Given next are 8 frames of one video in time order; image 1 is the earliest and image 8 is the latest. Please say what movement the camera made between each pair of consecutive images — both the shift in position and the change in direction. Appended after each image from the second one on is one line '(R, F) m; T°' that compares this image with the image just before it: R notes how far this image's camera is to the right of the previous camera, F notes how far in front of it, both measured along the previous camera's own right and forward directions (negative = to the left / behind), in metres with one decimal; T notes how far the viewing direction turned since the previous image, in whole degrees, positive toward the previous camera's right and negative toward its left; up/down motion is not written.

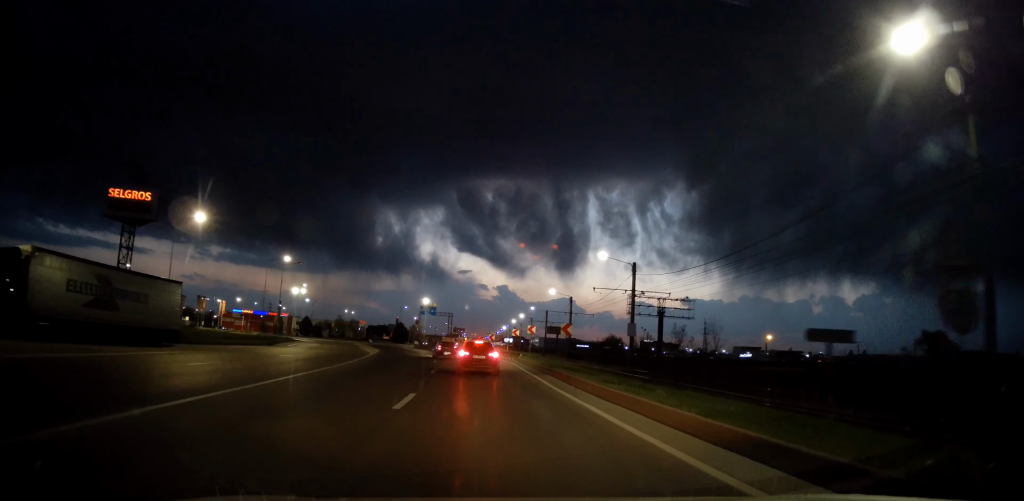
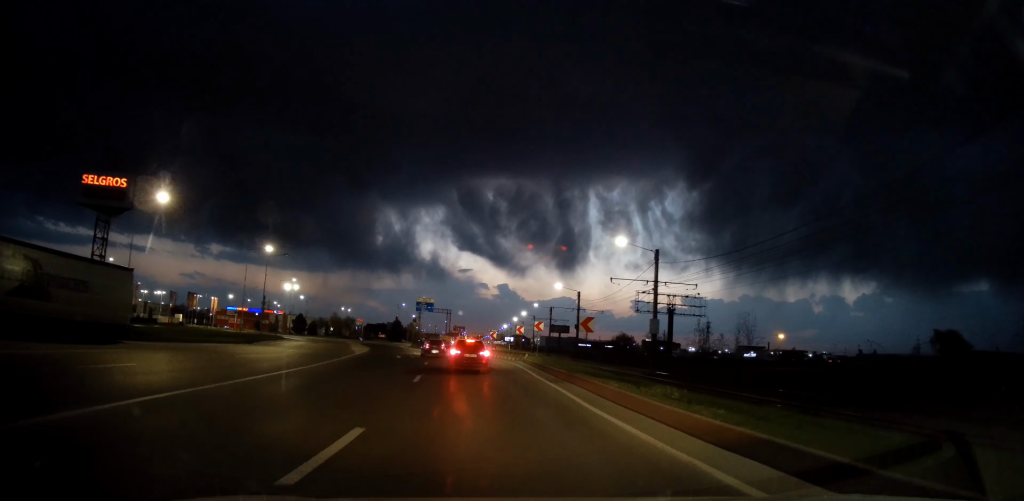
(0.0, +5.6) m; -1°
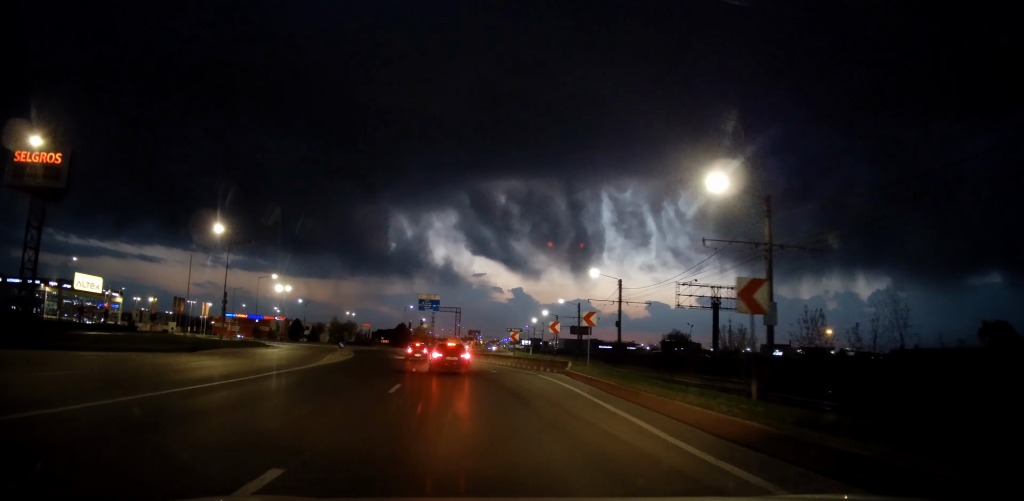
(-0.7, +14.2) m; -3°
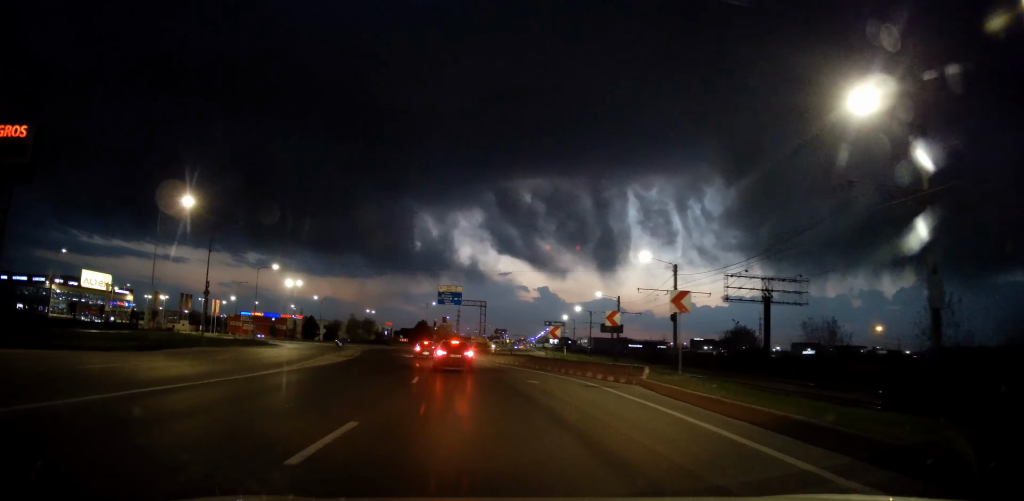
(0.0, +8.9) m; -1°
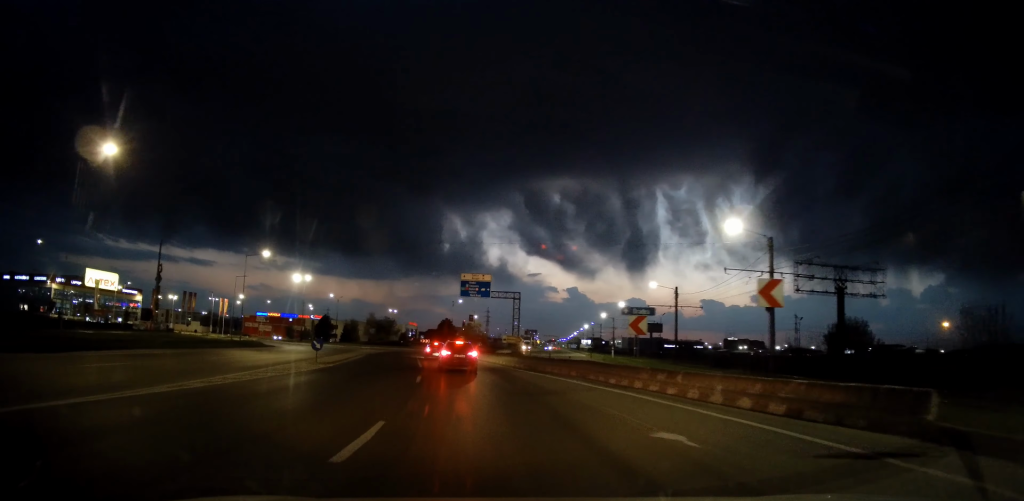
(-0.1, +11.6) m; -4°
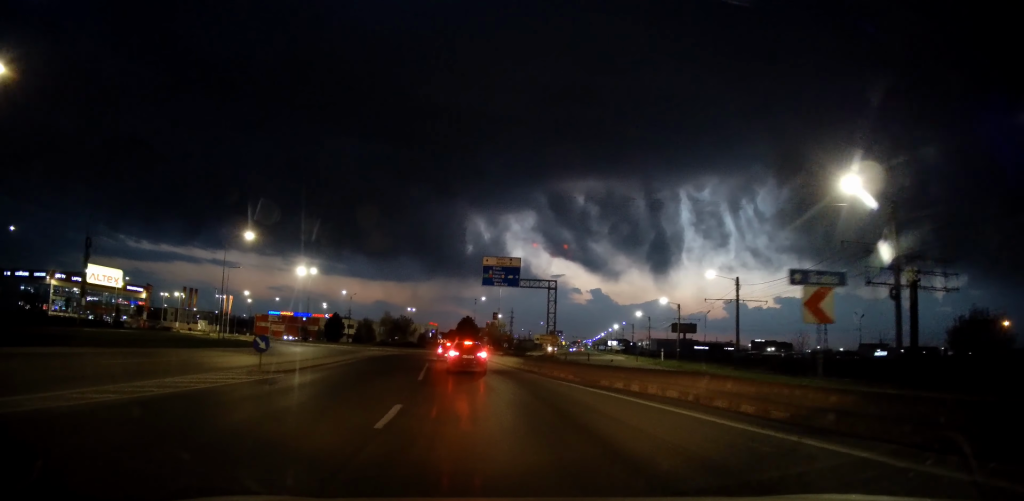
(-0.6, +9.7) m; -4°
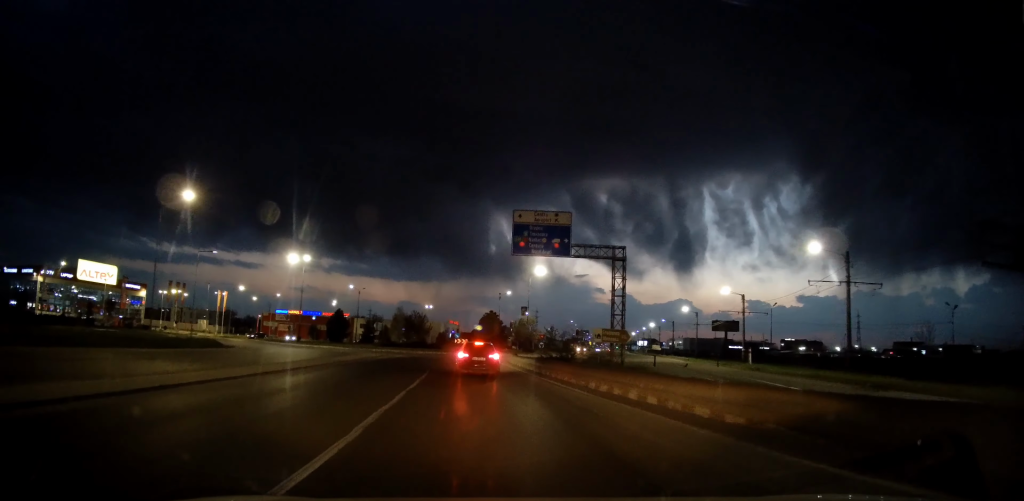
(0.0, +13.8) m; 0°
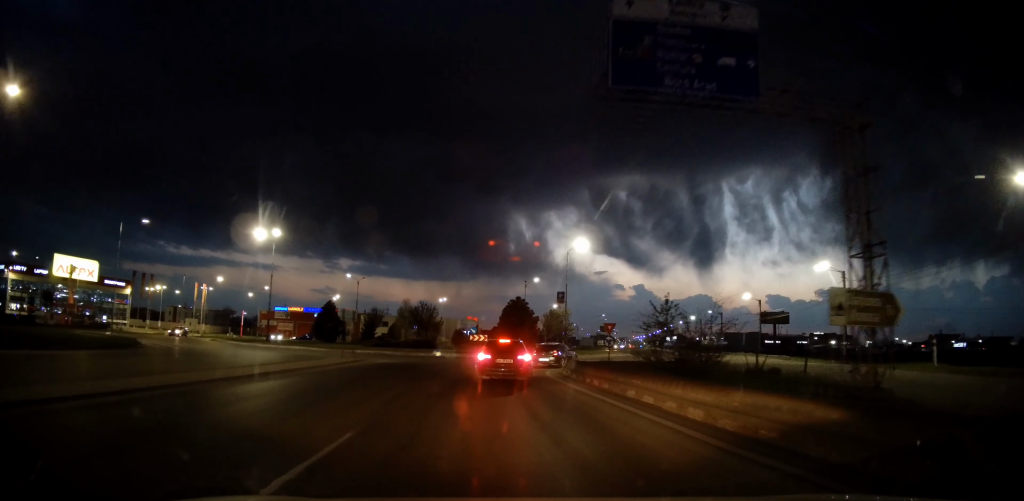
(-0.3, +17.1) m; -3°
